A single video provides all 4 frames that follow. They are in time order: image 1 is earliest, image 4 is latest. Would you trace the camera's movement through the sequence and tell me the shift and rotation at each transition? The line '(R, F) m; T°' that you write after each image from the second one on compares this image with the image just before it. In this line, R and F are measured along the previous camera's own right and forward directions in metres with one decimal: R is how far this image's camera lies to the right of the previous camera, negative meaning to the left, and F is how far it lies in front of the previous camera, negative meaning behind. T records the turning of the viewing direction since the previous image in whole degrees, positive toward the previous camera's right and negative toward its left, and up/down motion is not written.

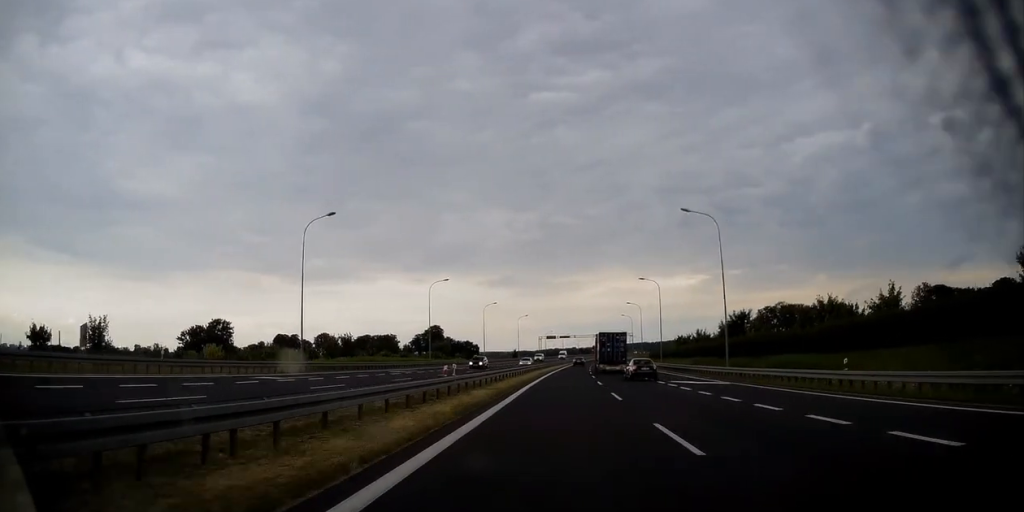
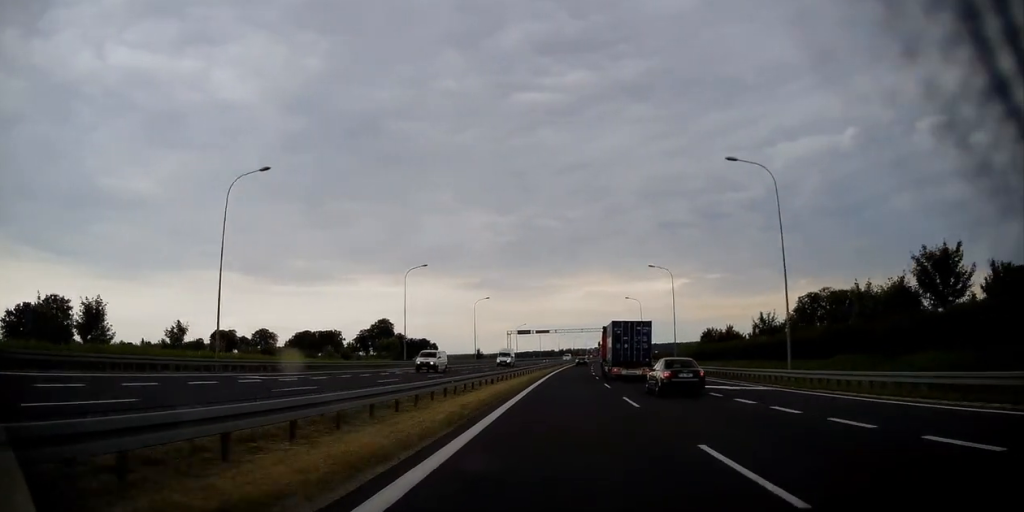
(+1.1, +51.8) m; +2°
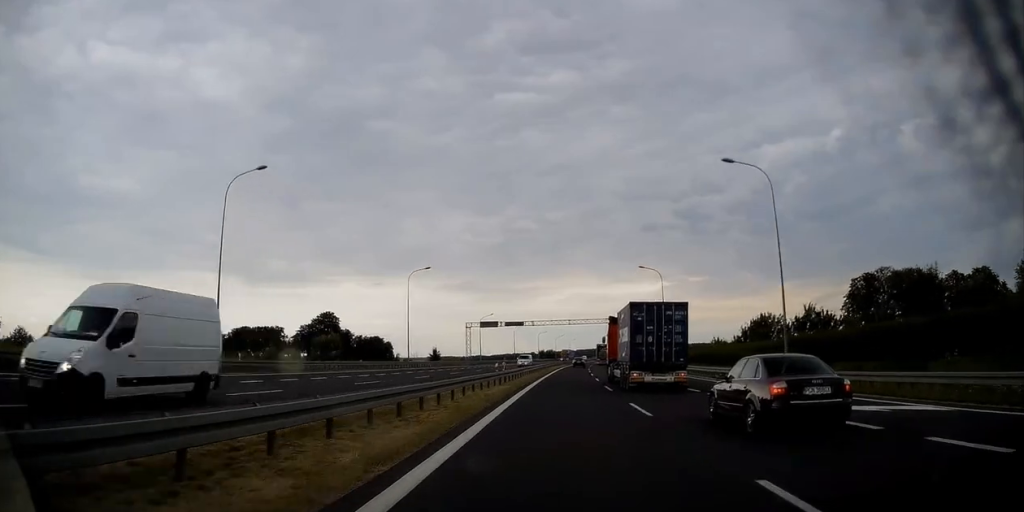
(+0.5, +39.4) m; +2°
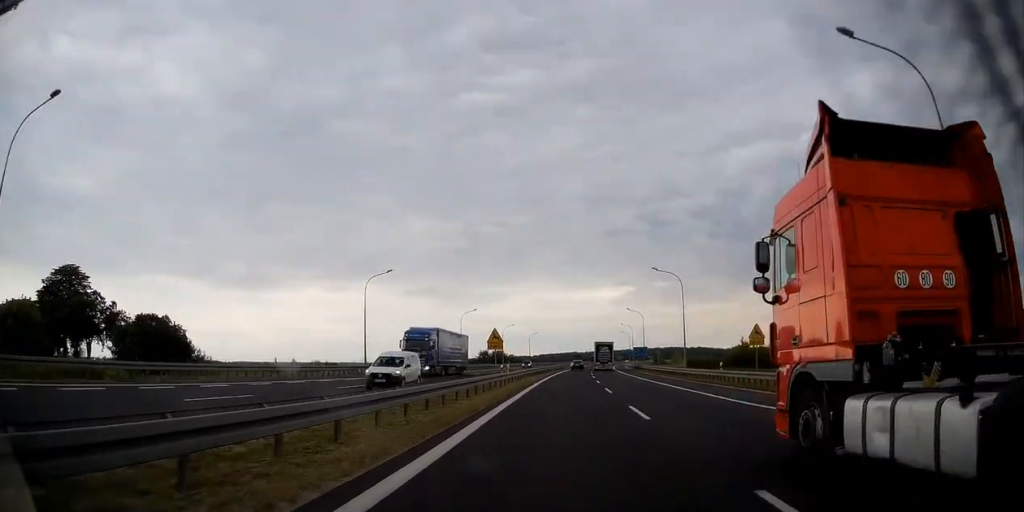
(+3.7, +98.4) m; +4°
